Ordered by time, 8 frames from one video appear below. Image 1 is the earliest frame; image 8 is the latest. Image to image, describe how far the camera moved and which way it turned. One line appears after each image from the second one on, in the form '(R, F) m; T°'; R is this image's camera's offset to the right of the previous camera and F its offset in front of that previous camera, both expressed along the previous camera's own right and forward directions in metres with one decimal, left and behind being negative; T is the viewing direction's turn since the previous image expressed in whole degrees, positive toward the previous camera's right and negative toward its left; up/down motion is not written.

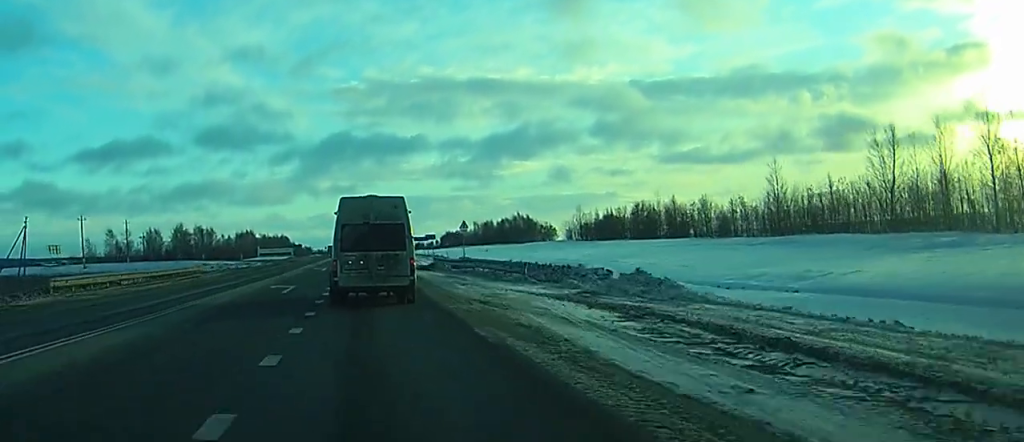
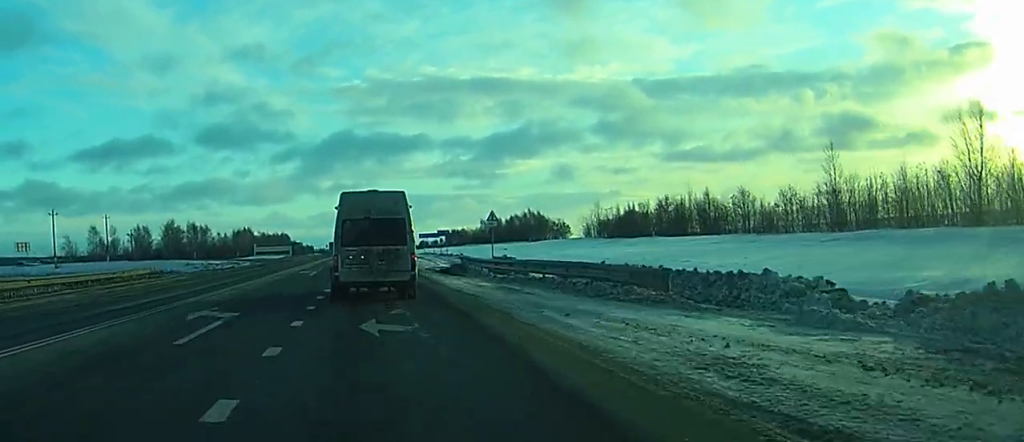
(0.0, +15.5) m; 0°
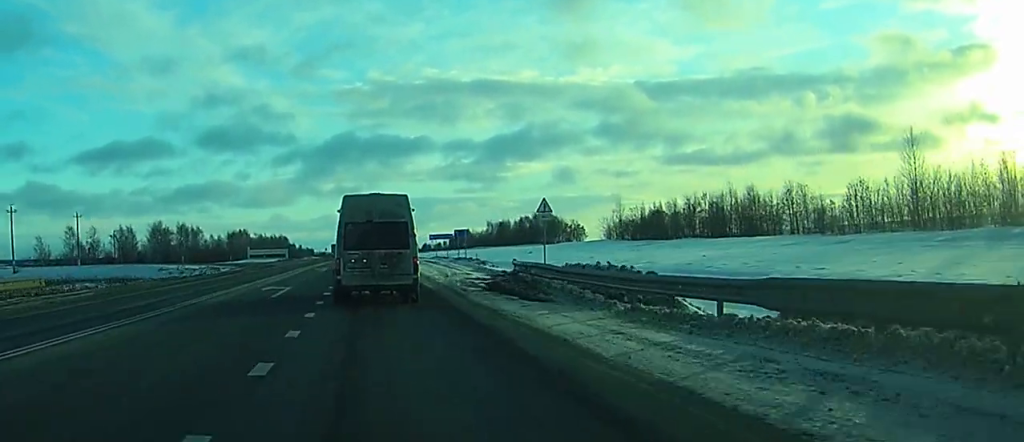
(-0.1, +17.4) m; 0°
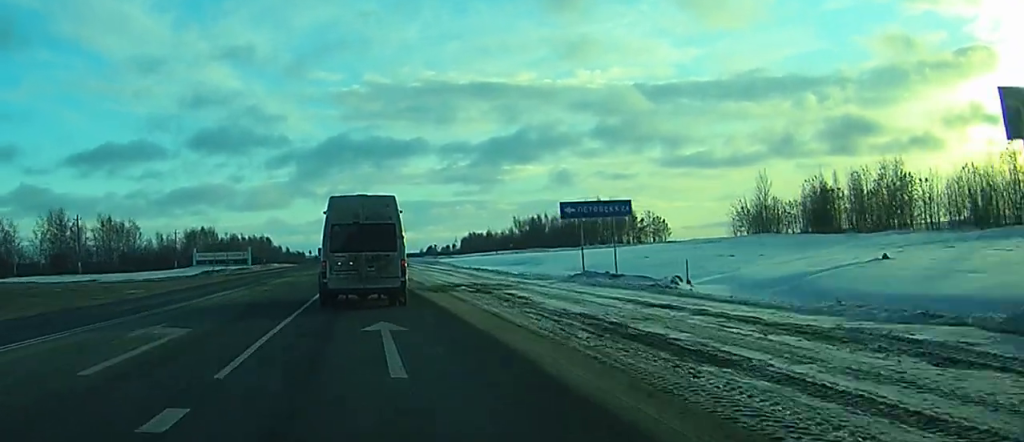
(-0.1, +77.3) m; 0°
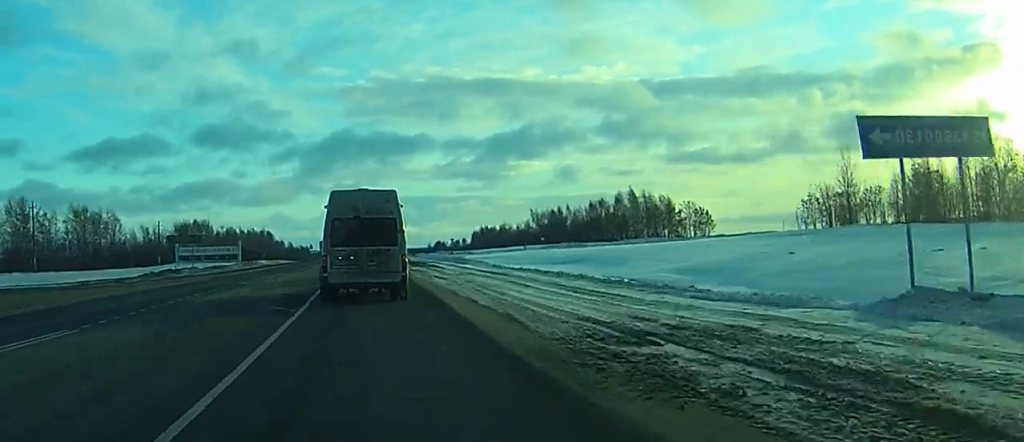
(+0.1, +21.2) m; 0°
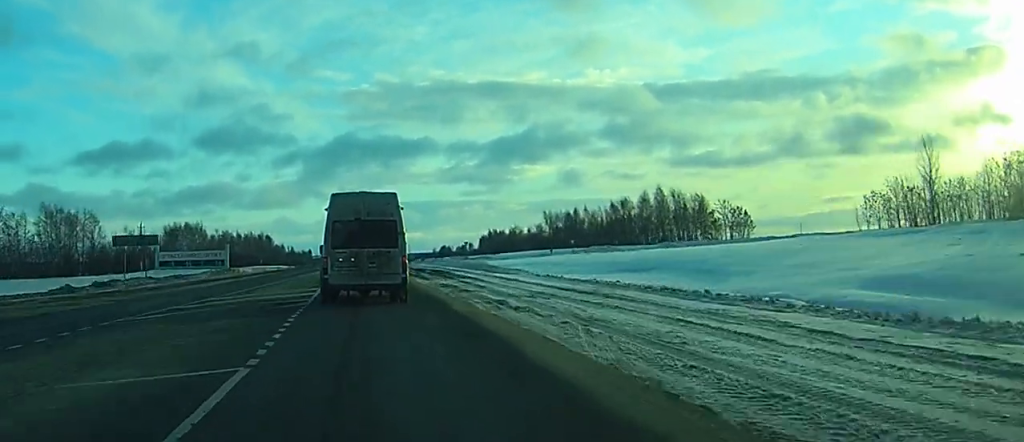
(0.0, +15.9) m; 0°
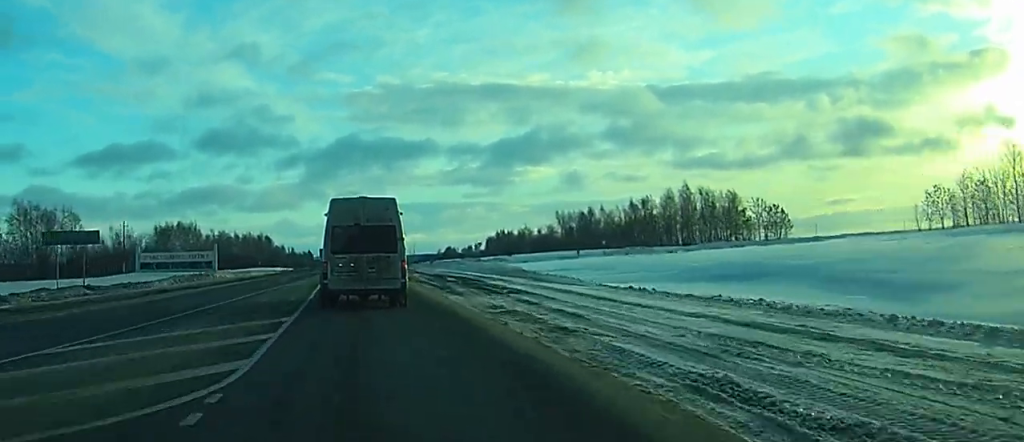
(-0.1, +12.7) m; 0°
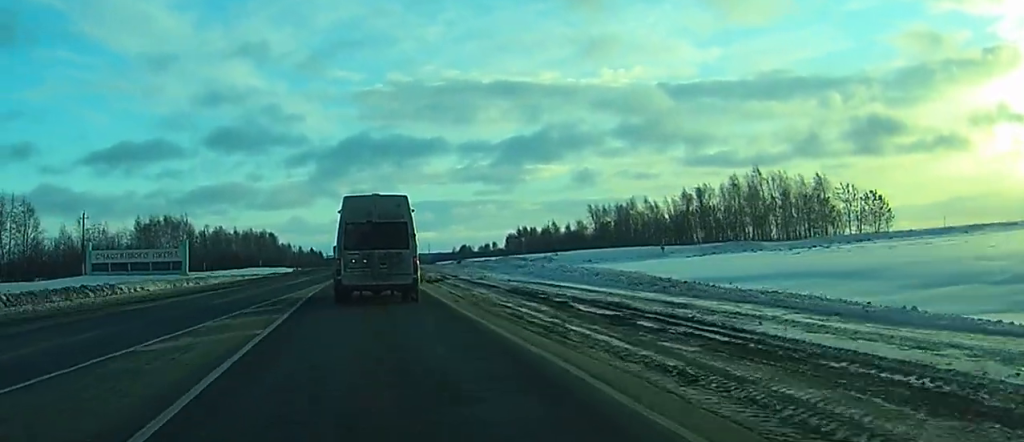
(0.0, +25.8) m; 0°
